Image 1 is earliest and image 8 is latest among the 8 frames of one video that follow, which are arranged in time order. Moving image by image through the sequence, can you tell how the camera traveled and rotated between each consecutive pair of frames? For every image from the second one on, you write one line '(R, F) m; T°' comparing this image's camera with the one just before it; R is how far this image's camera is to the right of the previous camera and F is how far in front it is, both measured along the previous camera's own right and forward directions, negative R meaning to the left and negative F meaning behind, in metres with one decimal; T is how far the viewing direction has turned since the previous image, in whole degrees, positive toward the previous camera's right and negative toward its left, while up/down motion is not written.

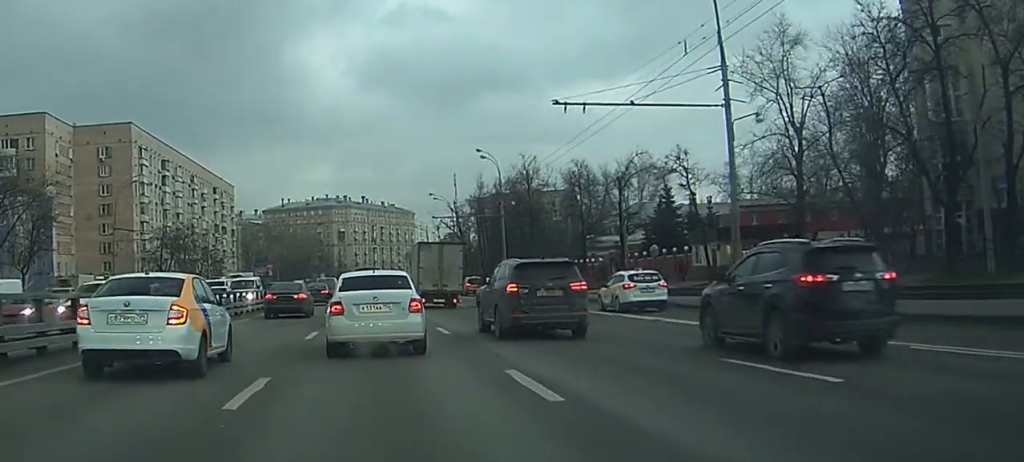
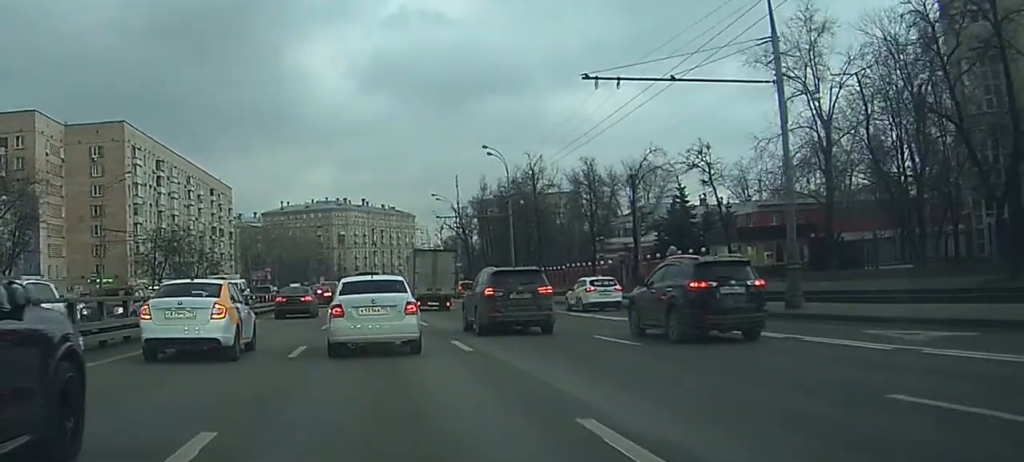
(0.0, +4.4) m; 0°
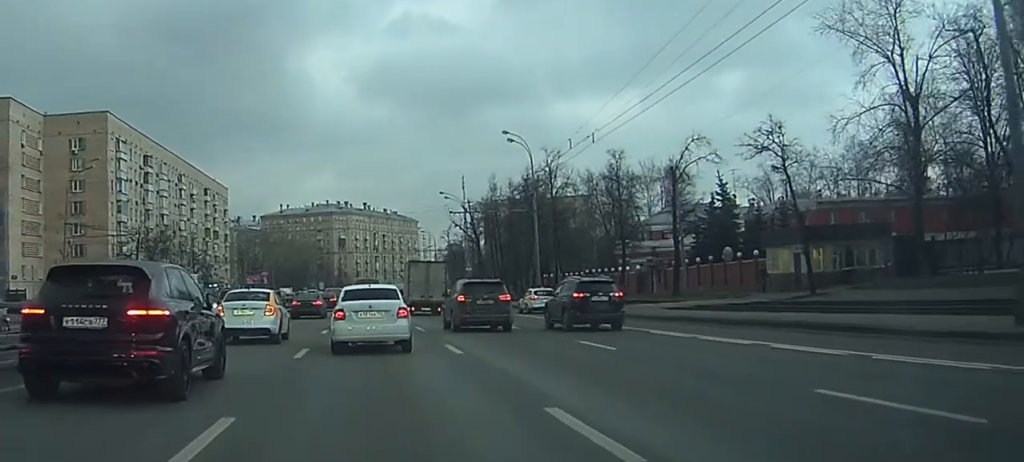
(-0.1, +10.3) m; -1°
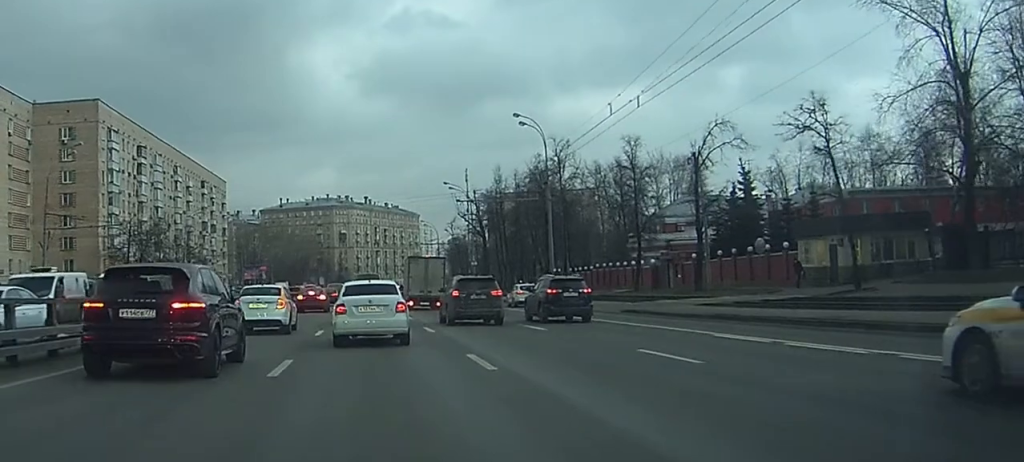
(0.0, +4.6) m; 0°
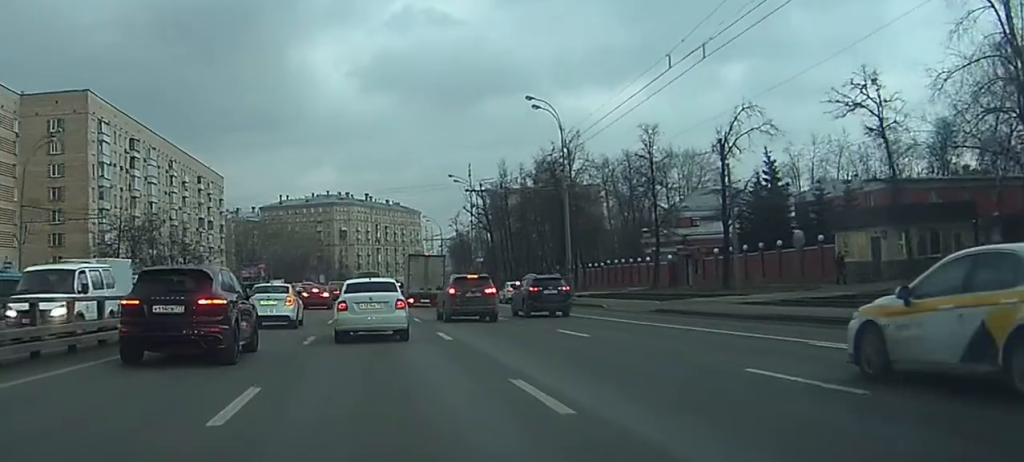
(0.0, +4.6) m; 0°
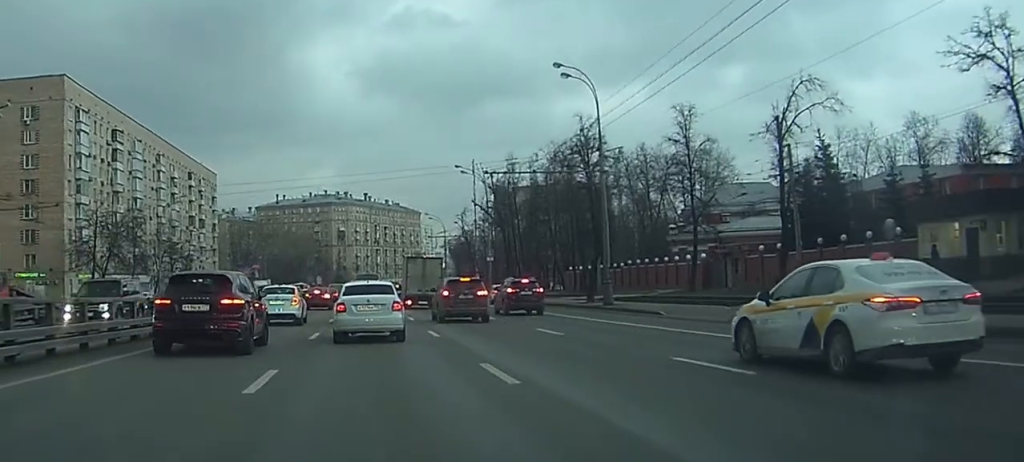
(0.0, +8.7) m; -1°
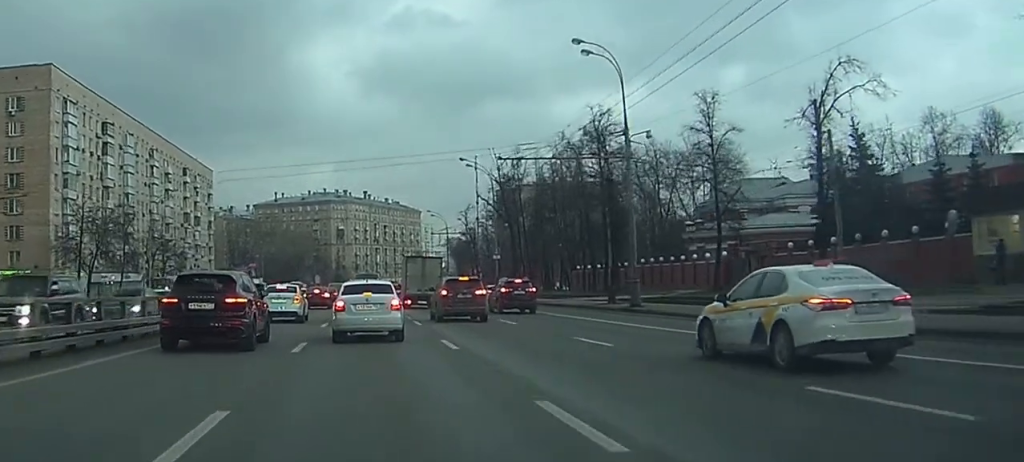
(0.0, +4.4) m; 0°
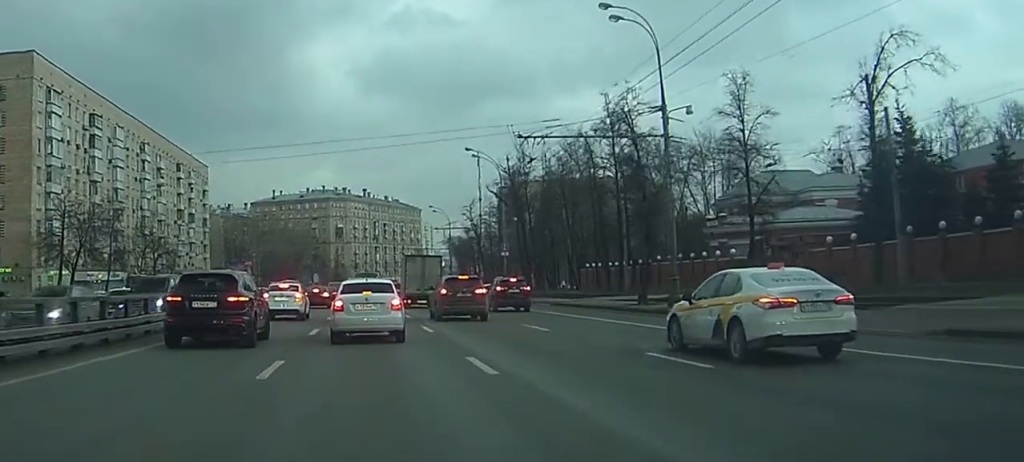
(0.0, +5.1) m; 0°
